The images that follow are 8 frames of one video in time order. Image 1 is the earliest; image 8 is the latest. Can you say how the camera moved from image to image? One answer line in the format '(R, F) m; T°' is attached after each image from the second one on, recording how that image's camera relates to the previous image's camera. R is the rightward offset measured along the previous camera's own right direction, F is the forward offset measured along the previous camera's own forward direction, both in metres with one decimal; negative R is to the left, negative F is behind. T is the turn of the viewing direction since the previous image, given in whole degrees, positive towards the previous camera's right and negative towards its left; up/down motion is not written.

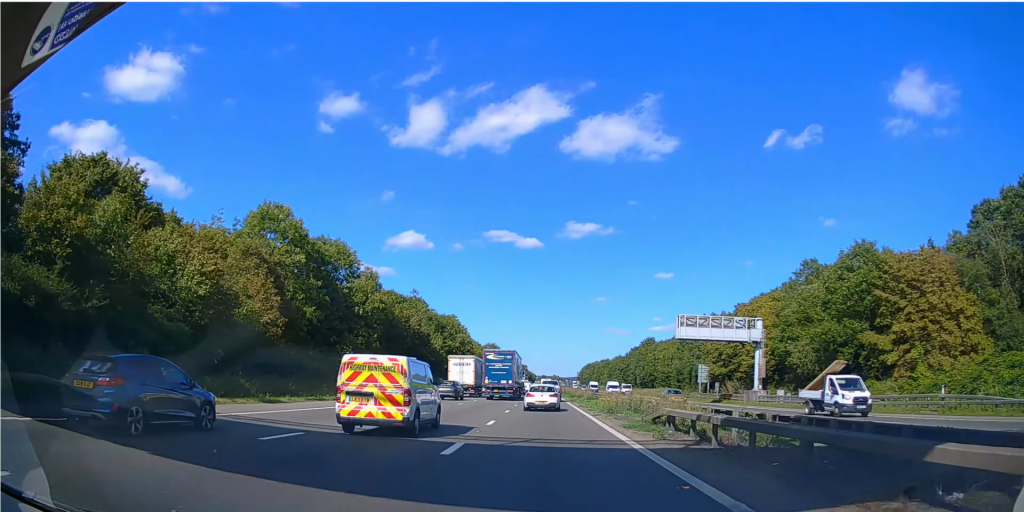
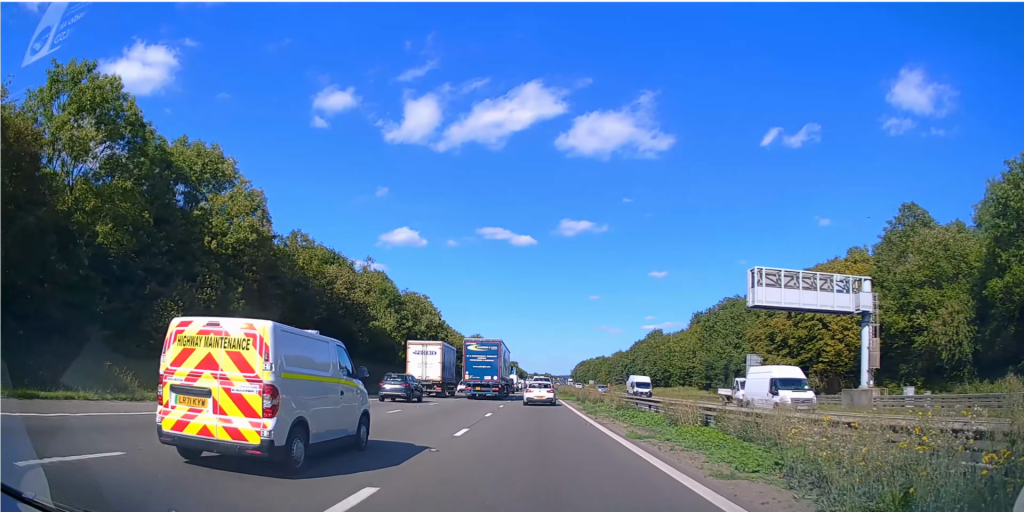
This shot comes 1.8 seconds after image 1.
(0.0, +23.9) m; 0°
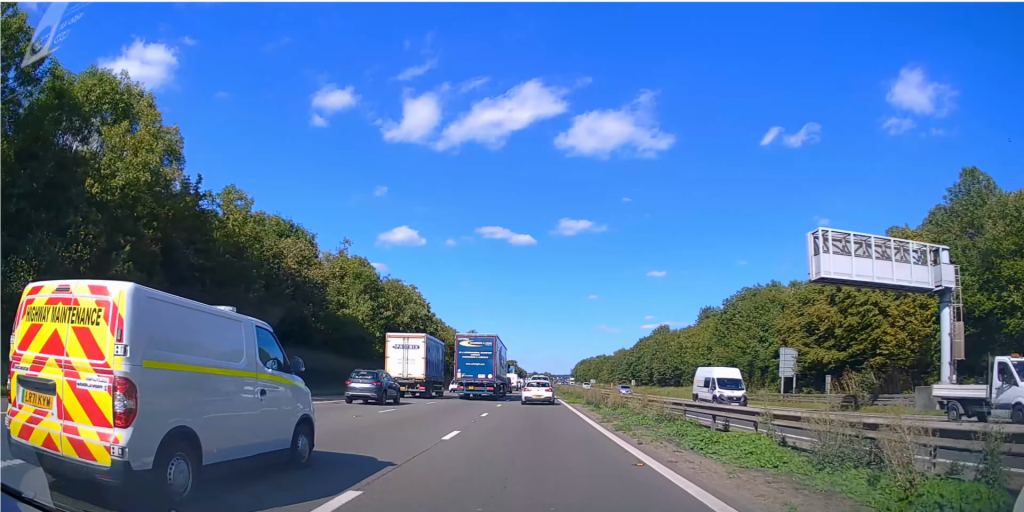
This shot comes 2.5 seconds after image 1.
(0.0, +9.6) m; 0°
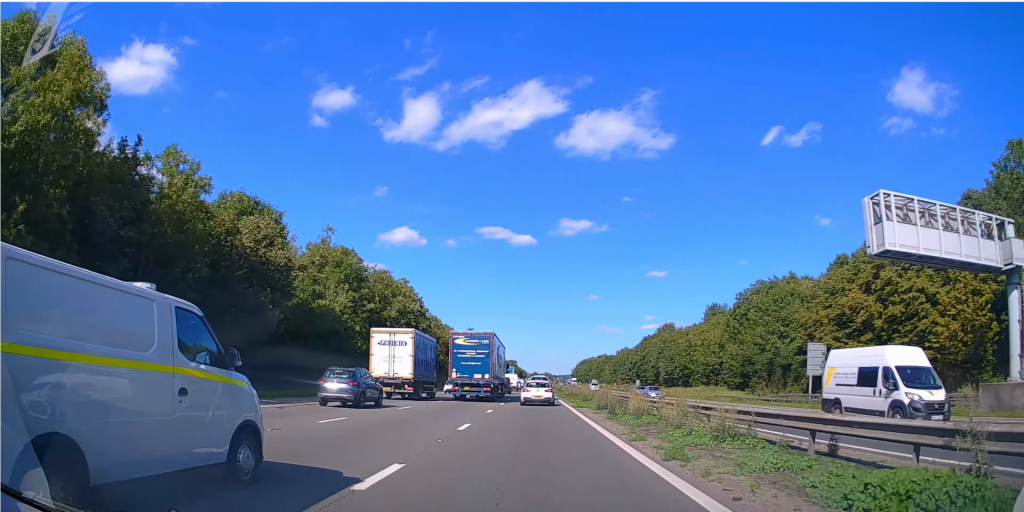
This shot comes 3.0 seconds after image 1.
(0.0, +6.0) m; 0°
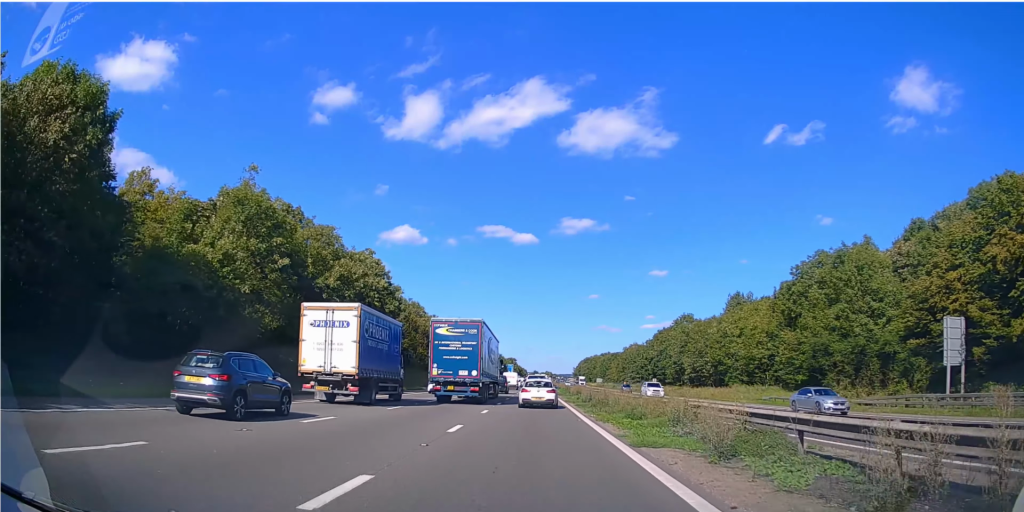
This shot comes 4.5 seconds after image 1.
(0.0, +18.8) m; 0°
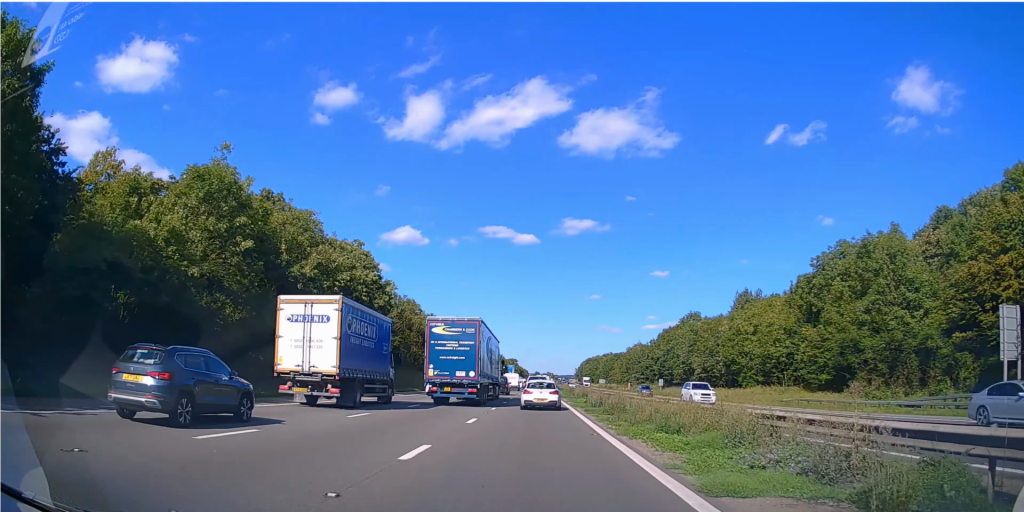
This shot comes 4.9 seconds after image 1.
(0.0, +5.2) m; 0°
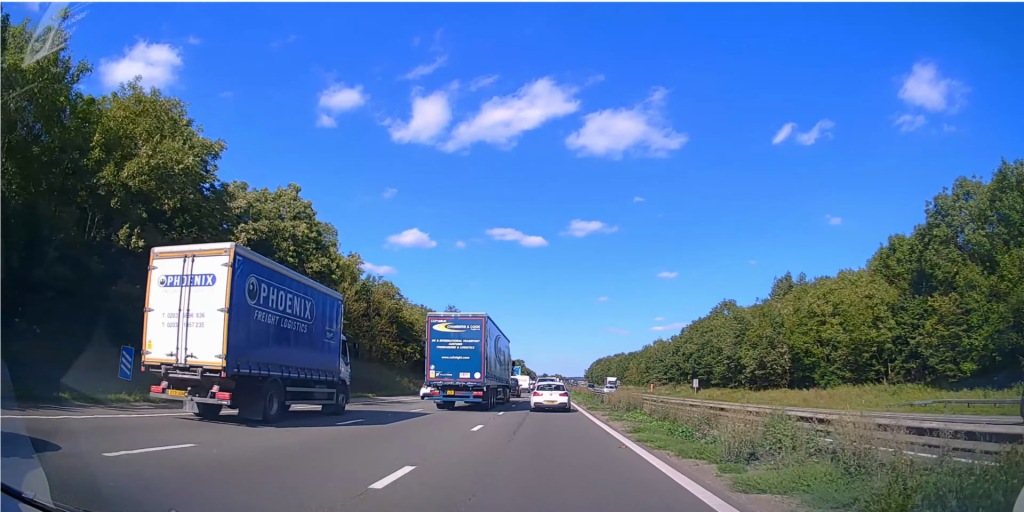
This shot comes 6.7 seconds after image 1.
(+0.3, +20.9) m; +1°
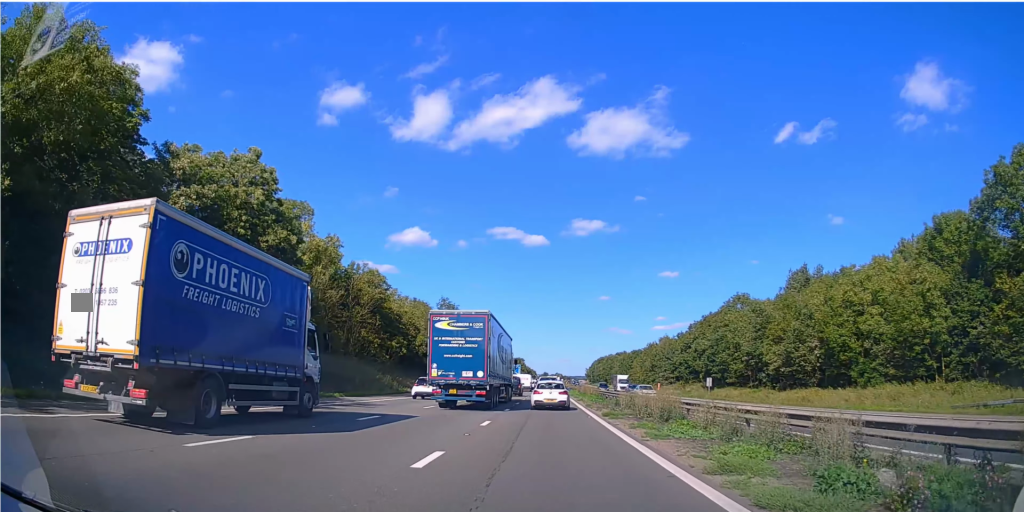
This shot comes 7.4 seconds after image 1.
(-0.1, +7.2) m; -1°
